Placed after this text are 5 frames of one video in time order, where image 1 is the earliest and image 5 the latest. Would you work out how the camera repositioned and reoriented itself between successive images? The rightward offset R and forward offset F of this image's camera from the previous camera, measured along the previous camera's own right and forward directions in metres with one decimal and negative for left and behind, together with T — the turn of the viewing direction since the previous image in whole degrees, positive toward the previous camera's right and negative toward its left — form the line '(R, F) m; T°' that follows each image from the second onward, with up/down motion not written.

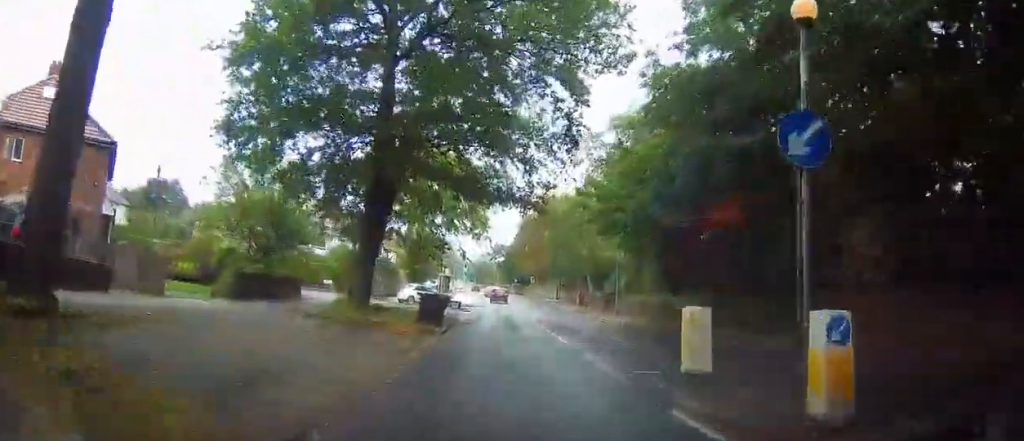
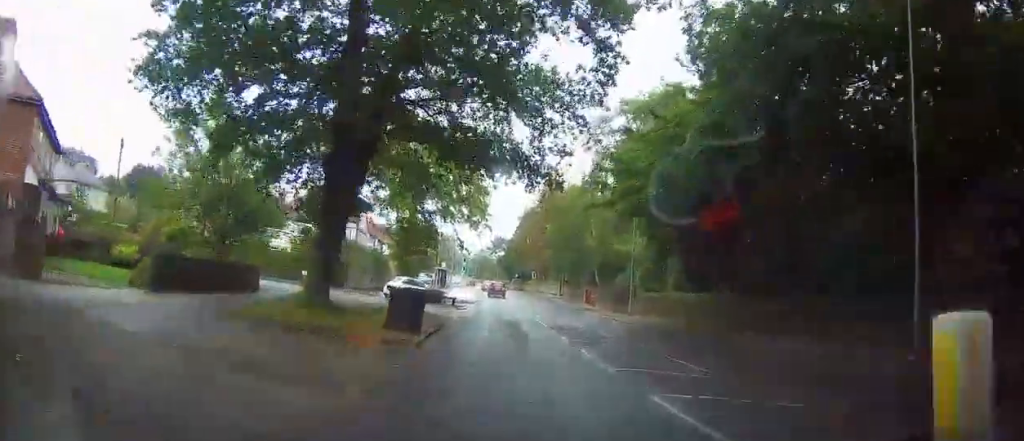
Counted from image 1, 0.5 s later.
(0.0, +5.8) m; 0°
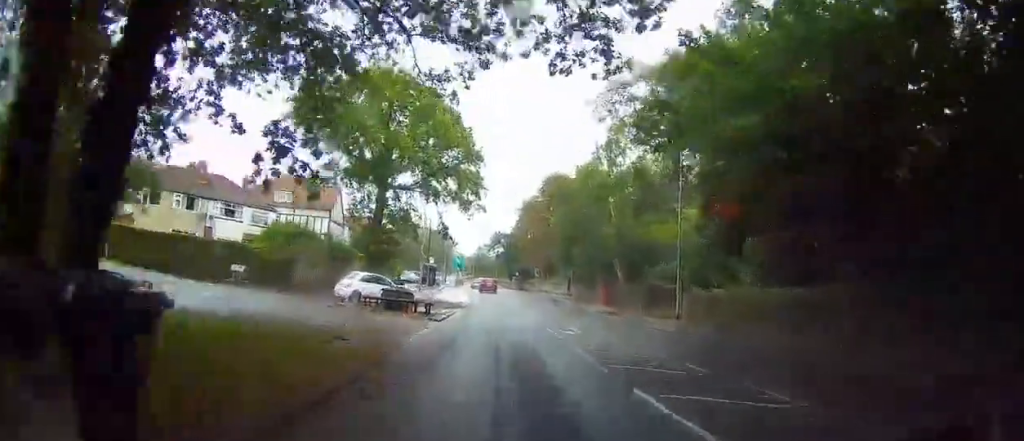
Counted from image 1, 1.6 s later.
(0.0, +12.8) m; 0°
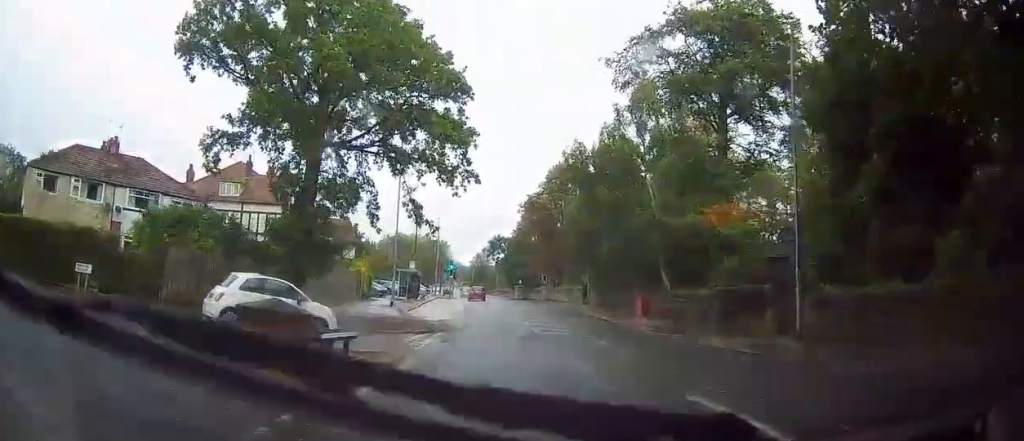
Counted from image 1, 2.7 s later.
(+0.2, +14.5) m; +1°
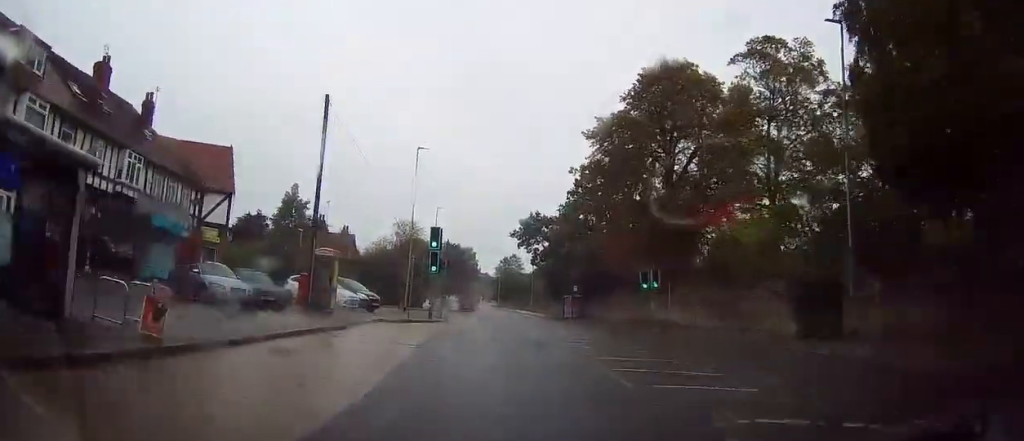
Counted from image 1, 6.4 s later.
(-0.8, +47.8) m; -2°
